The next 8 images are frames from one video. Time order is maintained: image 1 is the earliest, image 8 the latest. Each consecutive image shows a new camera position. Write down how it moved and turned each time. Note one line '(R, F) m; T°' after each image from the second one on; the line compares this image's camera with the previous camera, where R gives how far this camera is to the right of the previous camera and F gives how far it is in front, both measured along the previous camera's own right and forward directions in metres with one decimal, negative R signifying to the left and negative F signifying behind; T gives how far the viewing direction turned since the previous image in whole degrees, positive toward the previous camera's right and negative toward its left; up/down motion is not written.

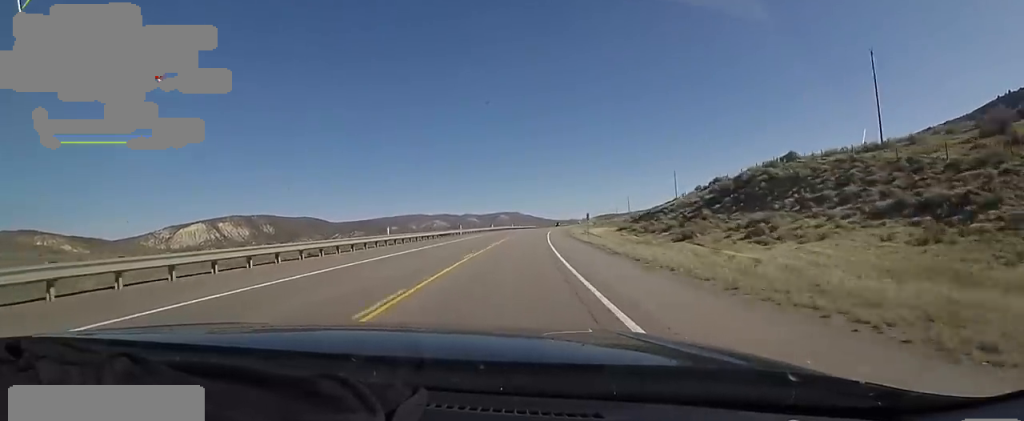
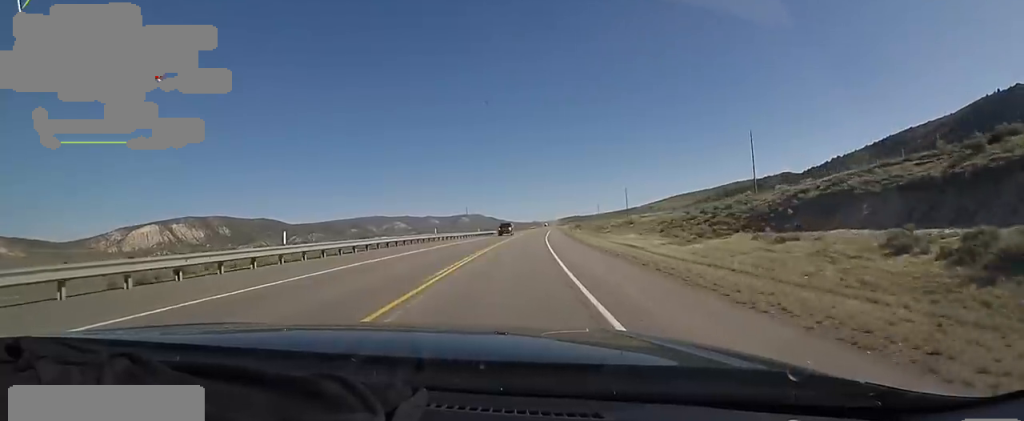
(+1.0, +66.4) m; +2°
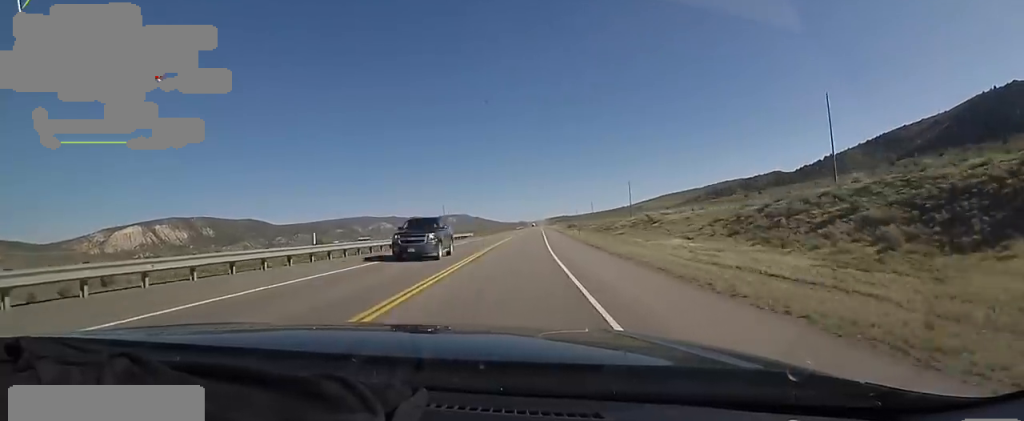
(+0.4, +24.1) m; +2°
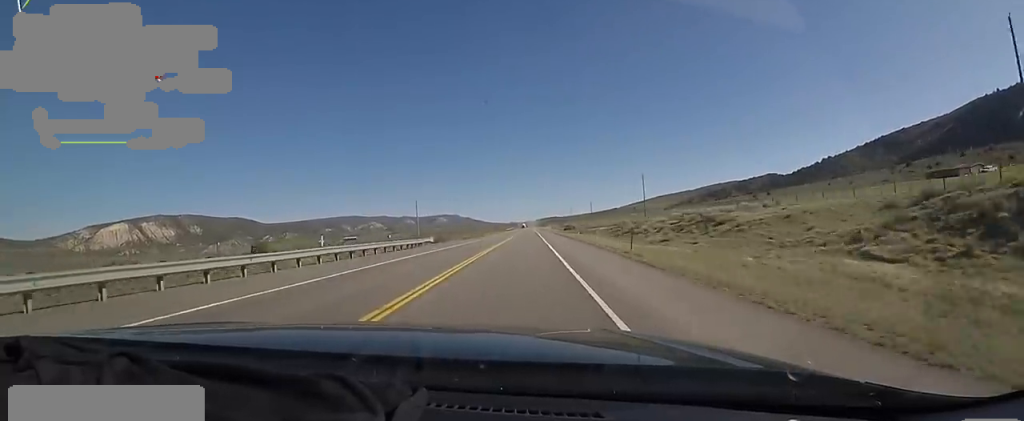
(+0.5, +26.1) m; +2°
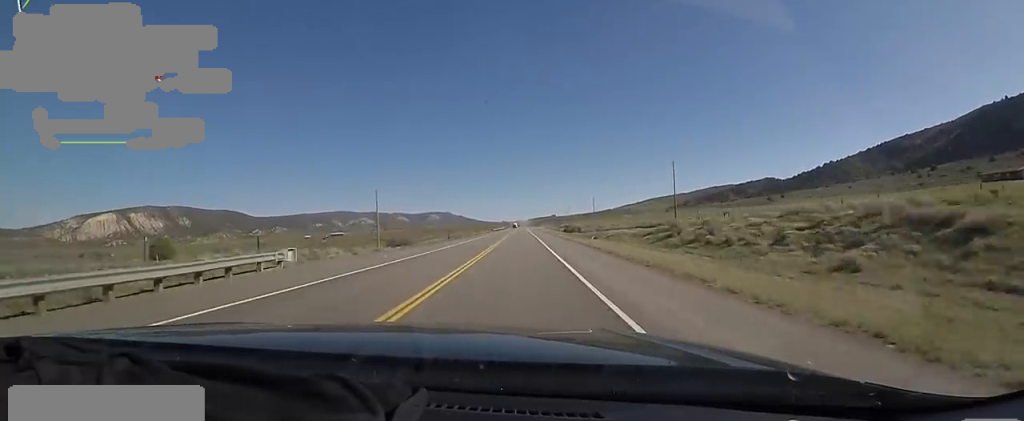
(+0.1, +28.1) m; +2°
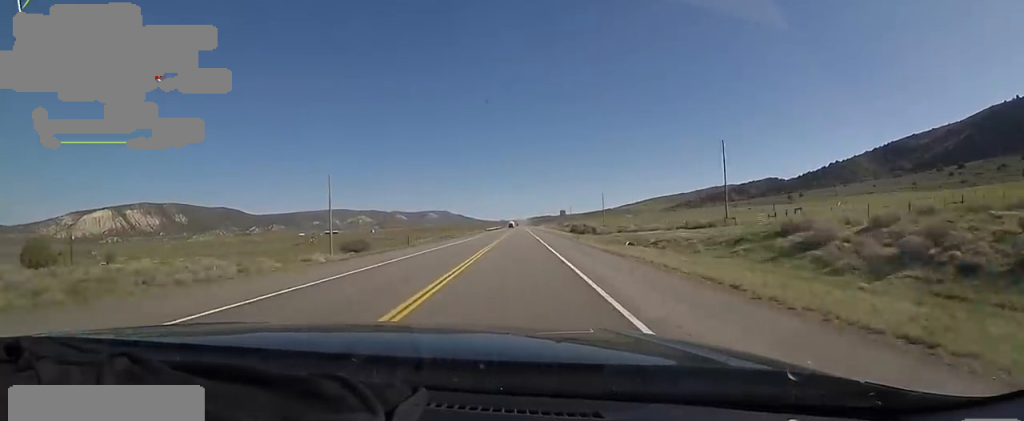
(+0.9, +22.9) m; 0°
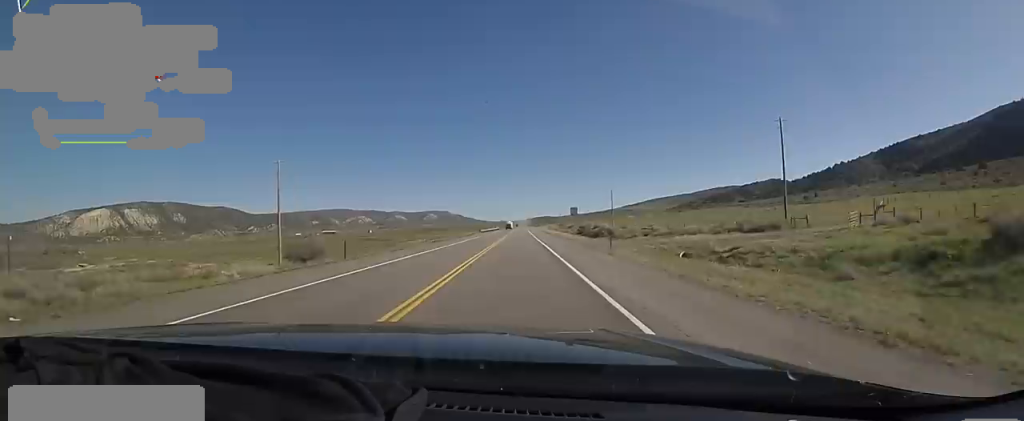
(-0.4, +15.7) m; -1°
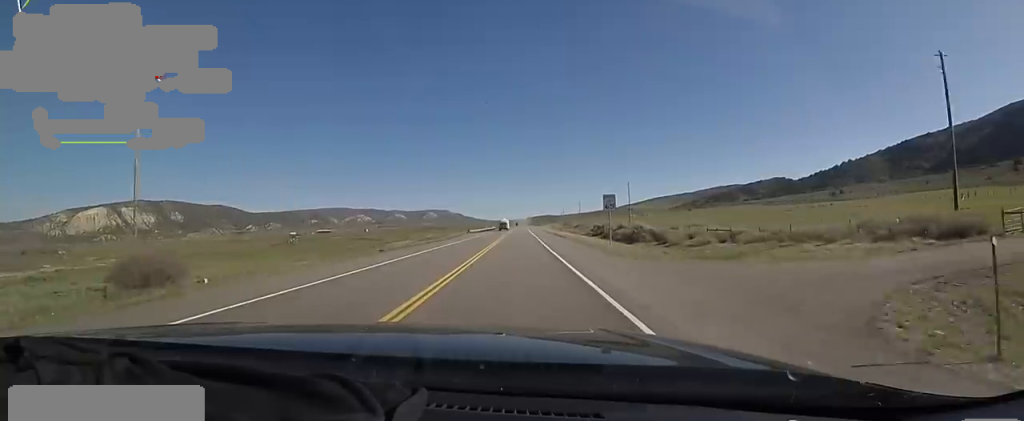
(-0.5, +23.1) m; -1°
